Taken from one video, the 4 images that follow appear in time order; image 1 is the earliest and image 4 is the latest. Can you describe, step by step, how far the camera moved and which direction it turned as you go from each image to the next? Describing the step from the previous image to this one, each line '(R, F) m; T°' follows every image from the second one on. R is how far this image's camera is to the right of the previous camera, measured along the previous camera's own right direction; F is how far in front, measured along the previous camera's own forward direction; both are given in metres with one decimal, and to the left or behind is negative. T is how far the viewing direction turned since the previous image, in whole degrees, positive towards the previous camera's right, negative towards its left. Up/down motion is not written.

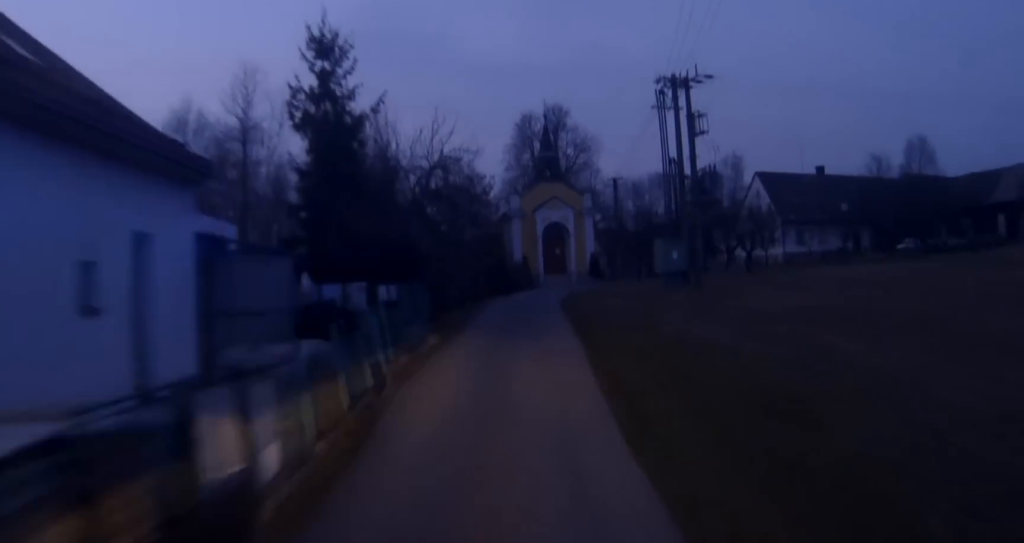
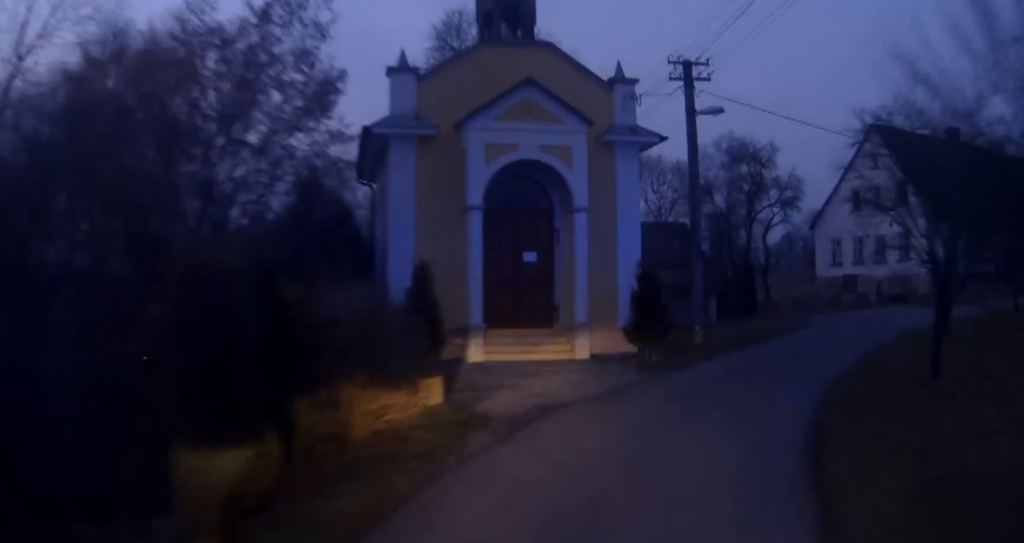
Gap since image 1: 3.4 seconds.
(+2.2, +37.6) m; +11°
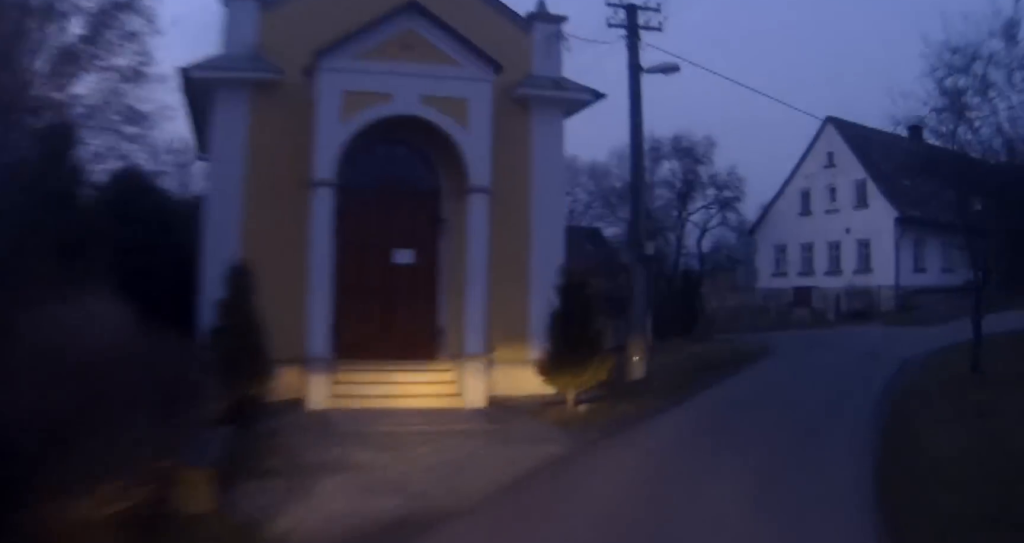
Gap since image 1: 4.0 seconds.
(+0.1, +5.7) m; +5°
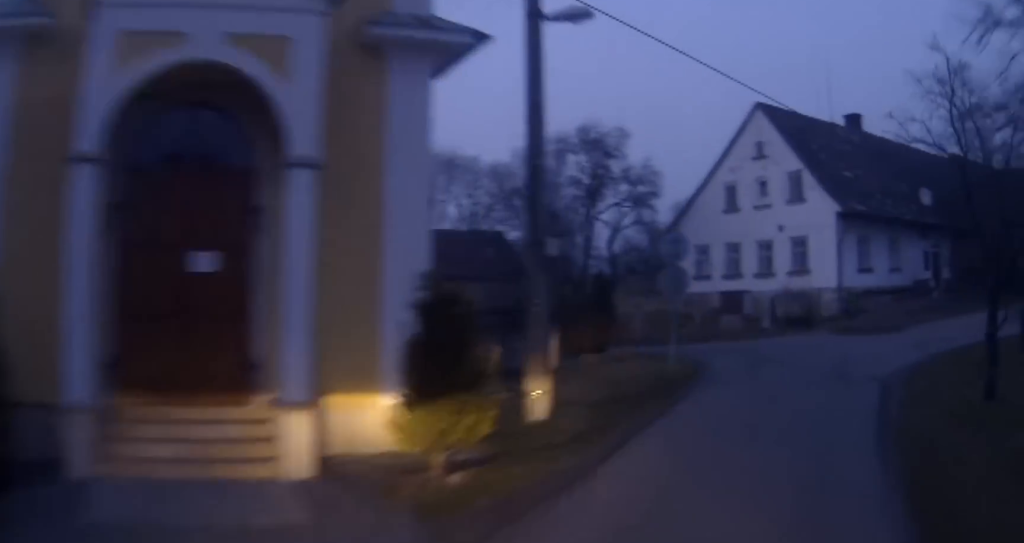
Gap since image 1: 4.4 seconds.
(+0.3, +3.7) m; +5°
